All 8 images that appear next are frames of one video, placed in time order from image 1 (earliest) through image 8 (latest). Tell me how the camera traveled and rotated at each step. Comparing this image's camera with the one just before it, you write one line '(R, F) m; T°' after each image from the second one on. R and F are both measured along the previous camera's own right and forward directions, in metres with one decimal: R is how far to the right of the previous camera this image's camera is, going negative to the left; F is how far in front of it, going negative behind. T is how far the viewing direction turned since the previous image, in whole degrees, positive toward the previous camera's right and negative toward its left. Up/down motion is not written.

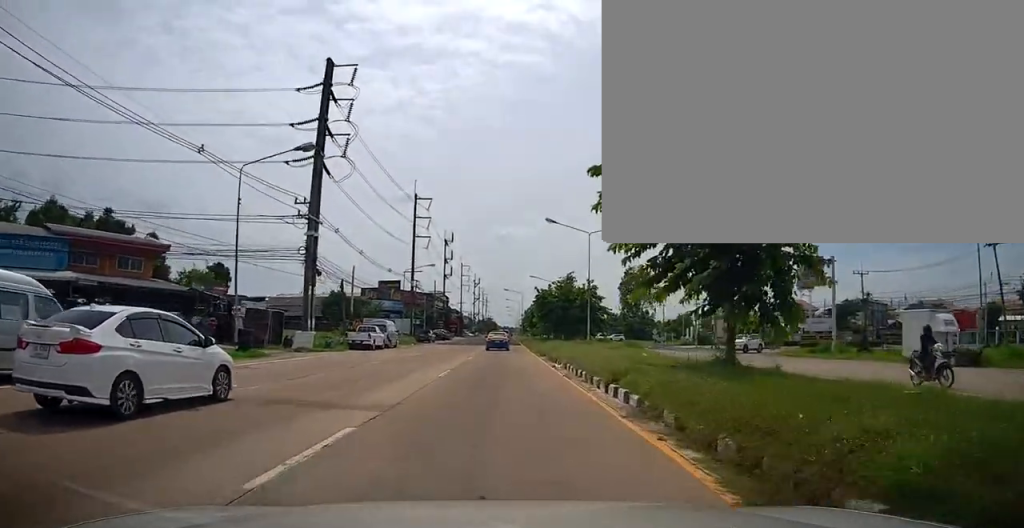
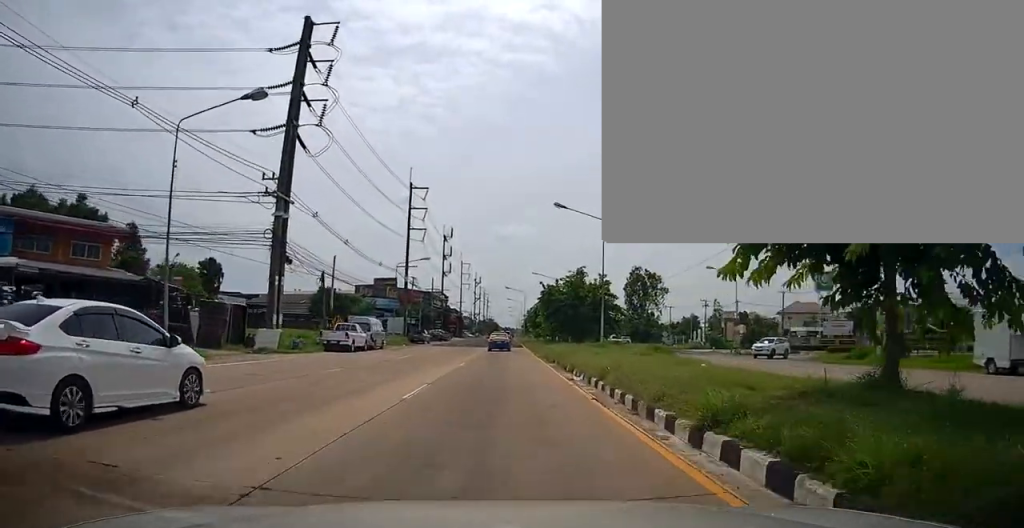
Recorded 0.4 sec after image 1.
(-0.1, +5.4) m; 0°
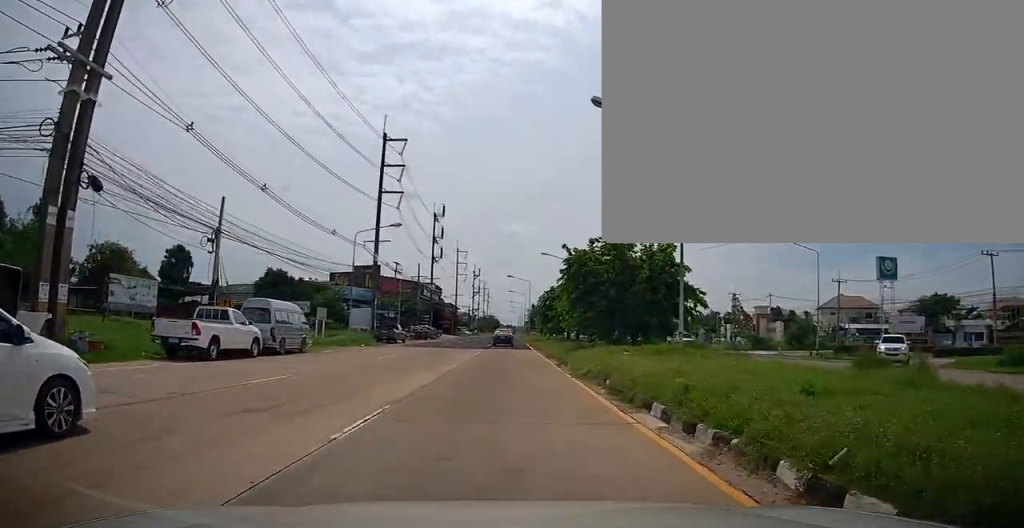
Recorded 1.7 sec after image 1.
(0.0, +16.3) m; +1°
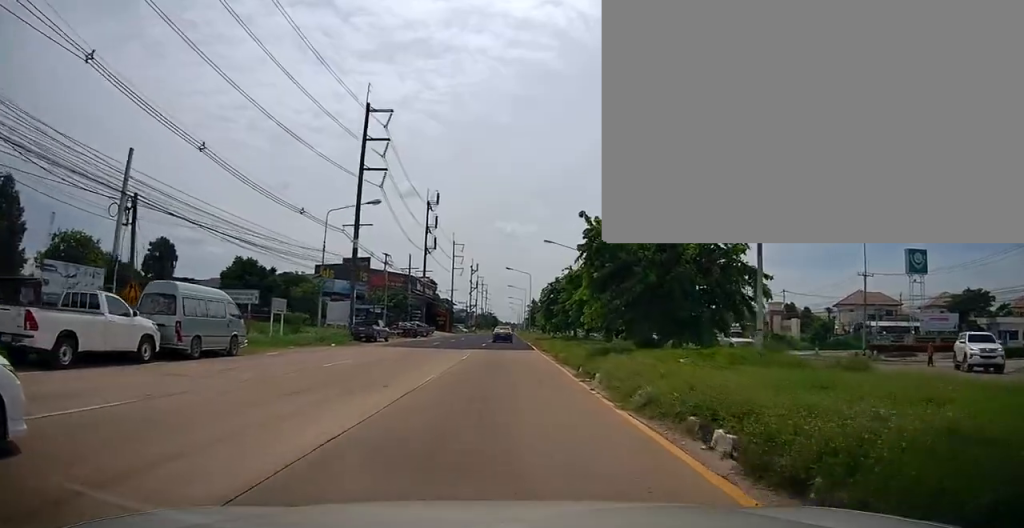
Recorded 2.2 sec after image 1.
(+0.1, +6.7) m; 0°
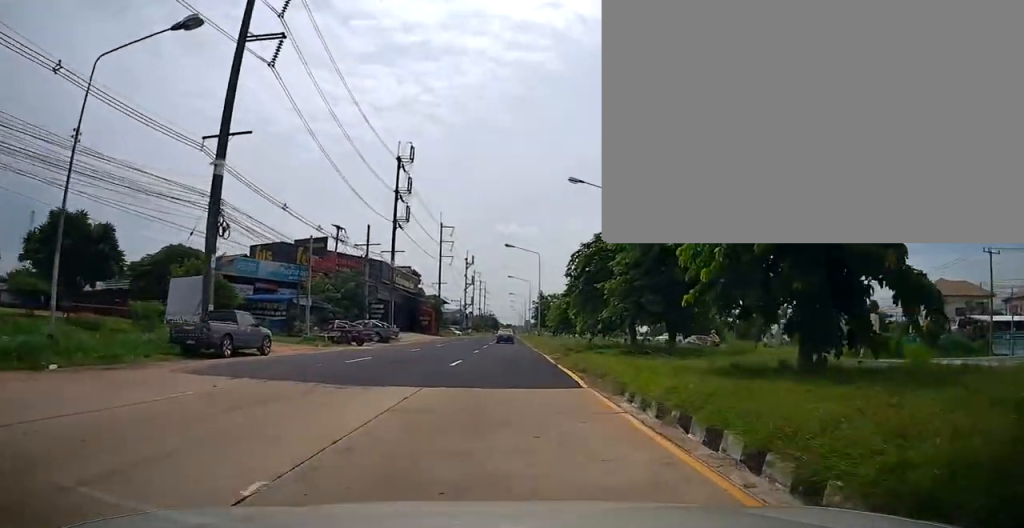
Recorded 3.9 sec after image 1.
(0.0, +22.4) m; -1°
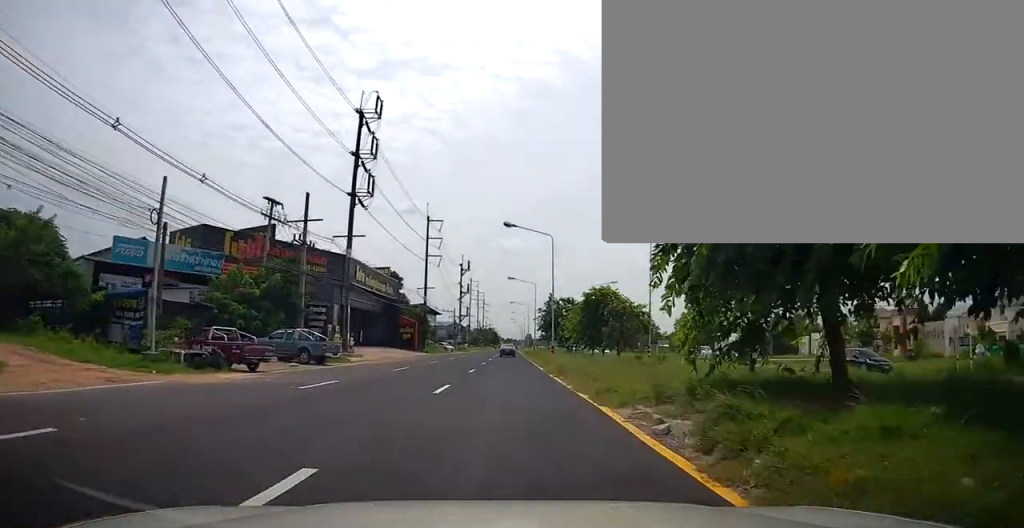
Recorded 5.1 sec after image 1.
(-0.1, +16.4) m; 0°
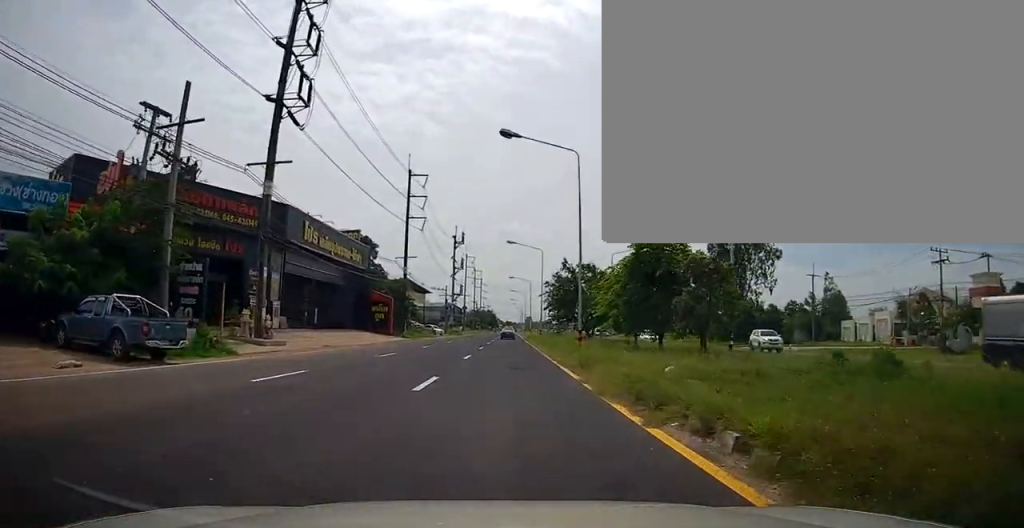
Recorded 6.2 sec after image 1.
(+0.1, +15.3) m; 0°
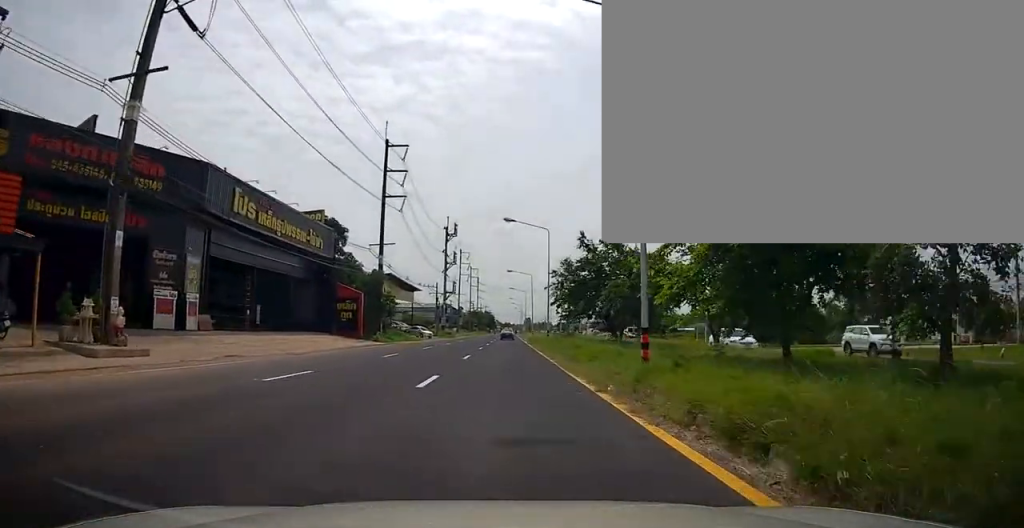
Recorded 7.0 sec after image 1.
(0.0, +11.6) m; 0°
